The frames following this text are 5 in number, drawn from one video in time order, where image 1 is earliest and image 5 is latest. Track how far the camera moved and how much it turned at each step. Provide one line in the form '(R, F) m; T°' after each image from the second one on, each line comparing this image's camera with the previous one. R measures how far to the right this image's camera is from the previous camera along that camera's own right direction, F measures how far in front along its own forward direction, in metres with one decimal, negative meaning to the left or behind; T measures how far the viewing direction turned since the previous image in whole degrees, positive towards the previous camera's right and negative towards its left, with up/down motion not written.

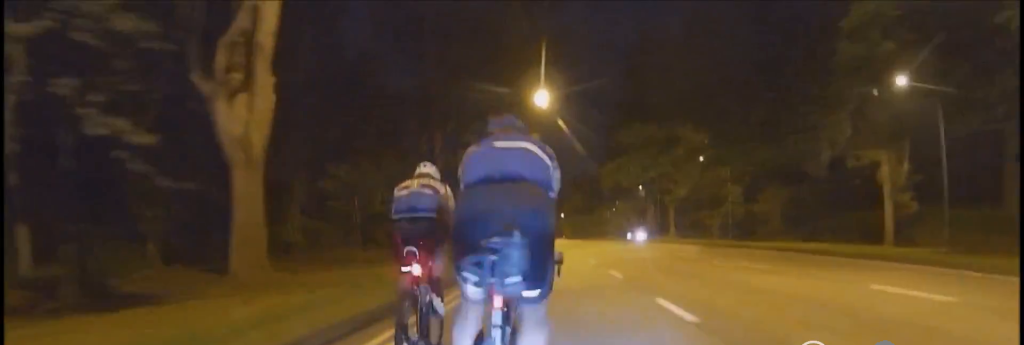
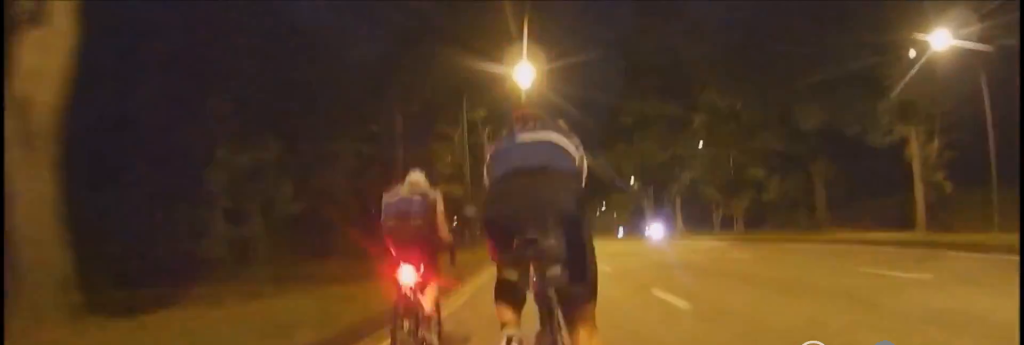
(-0.6, +5.5) m; 0°
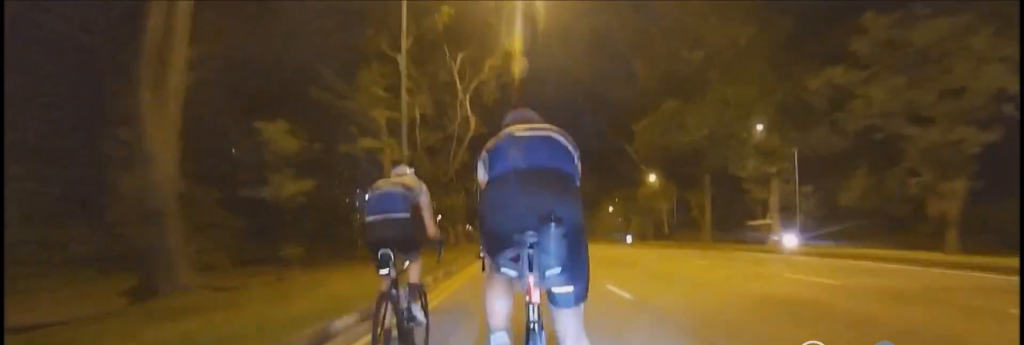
(+0.2, +15.8) m; -1°
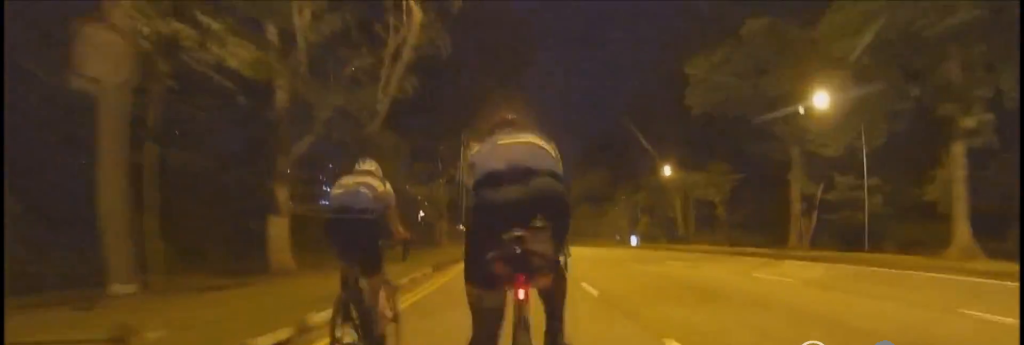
(-0.5, +11.4) m; -4°
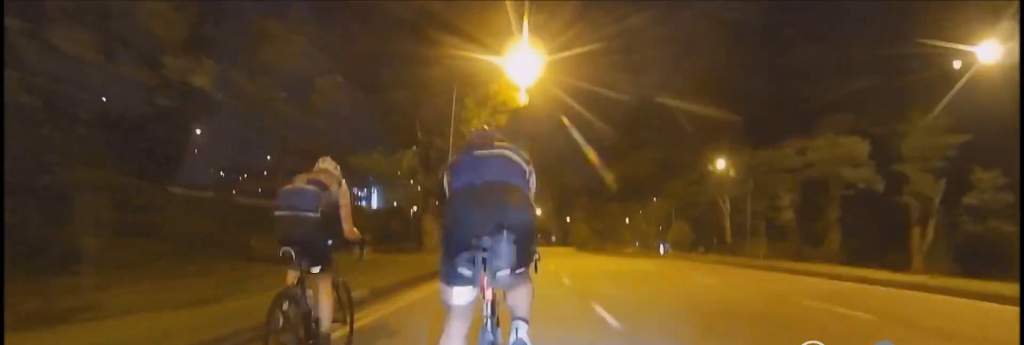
(-0.7, +14.6) m; +2°
